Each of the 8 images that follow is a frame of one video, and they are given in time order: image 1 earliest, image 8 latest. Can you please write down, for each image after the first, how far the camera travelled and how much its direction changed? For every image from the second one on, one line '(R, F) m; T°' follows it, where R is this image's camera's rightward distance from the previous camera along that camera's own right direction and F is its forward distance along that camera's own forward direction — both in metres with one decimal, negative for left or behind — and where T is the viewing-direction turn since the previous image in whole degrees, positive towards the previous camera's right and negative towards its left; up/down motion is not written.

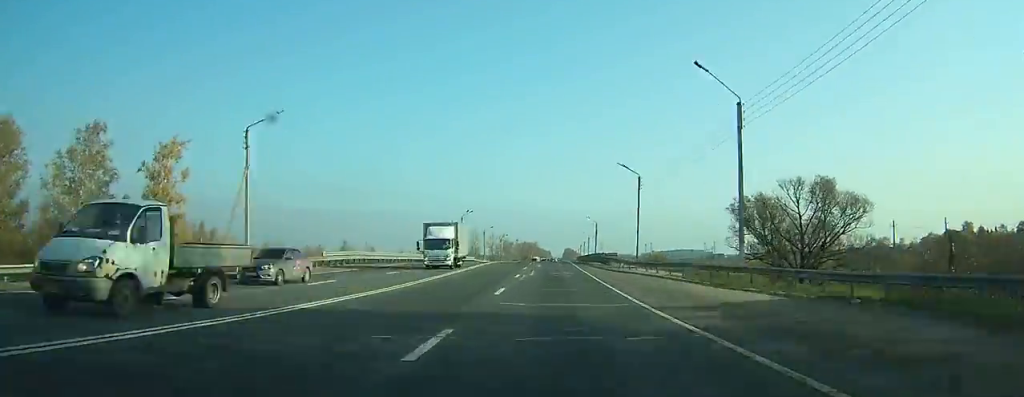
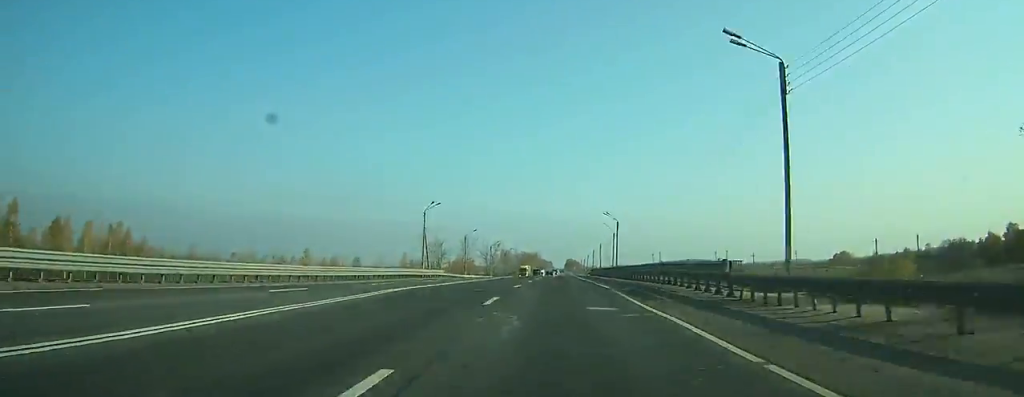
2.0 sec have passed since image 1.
(+0.1, +38.2) m; 0°
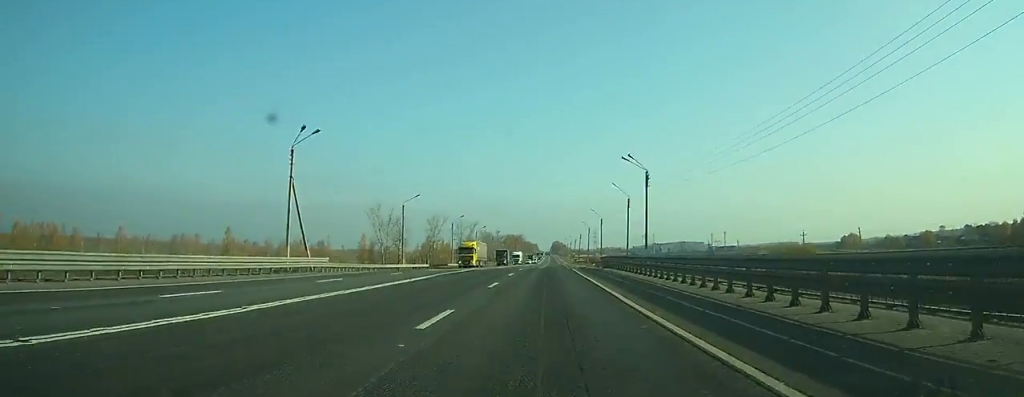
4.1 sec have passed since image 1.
(+0.2, +41.3) m; +1°
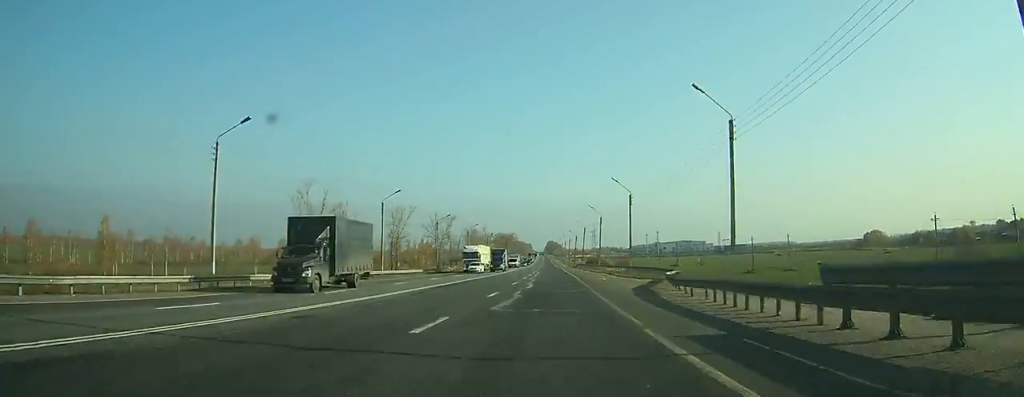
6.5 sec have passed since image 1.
(+0.4, +46.7) m; +1°
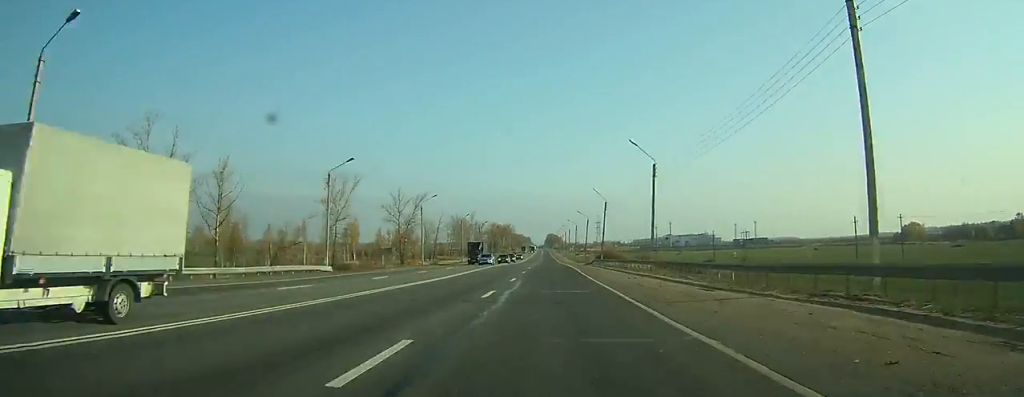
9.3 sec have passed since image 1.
(+0.4, +53.6) m; 0°
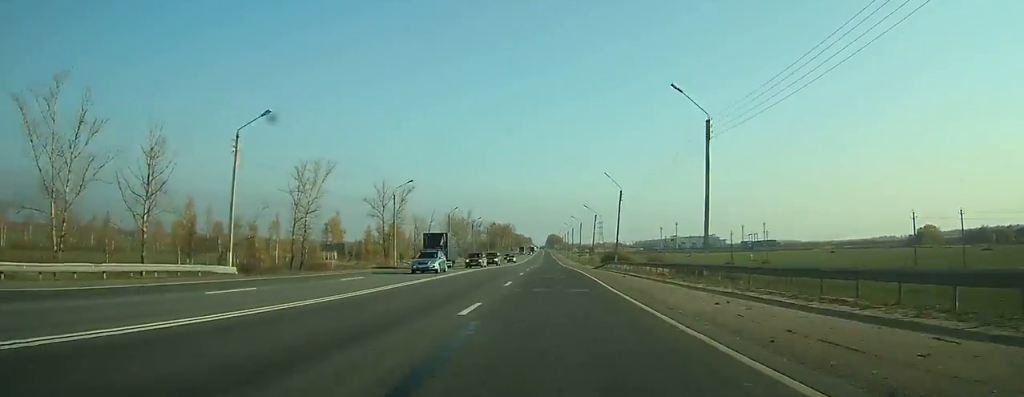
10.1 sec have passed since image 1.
(-0.1, +17.2) m; 0°
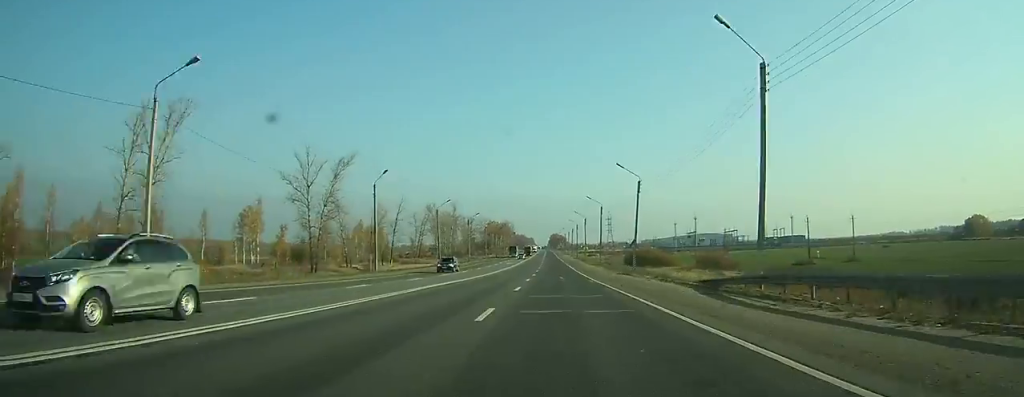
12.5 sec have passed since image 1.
(0.0, +48.7) m; 0°
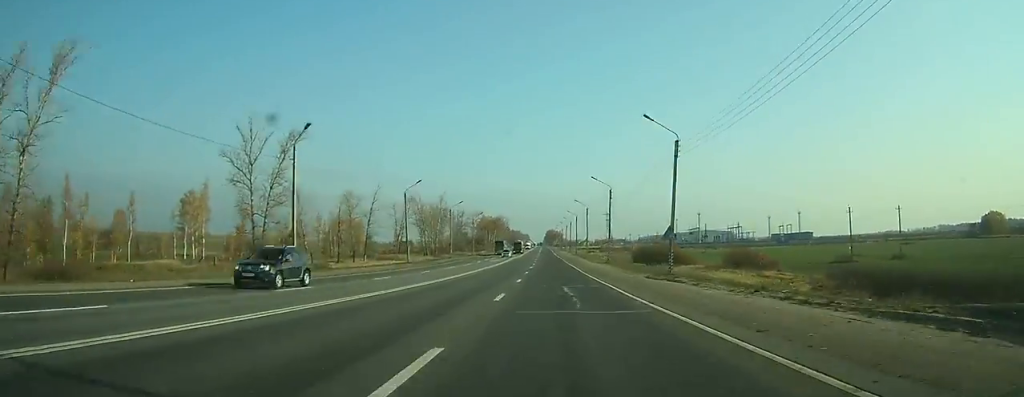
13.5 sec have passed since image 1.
(0.0, +19.5) m; 0°
